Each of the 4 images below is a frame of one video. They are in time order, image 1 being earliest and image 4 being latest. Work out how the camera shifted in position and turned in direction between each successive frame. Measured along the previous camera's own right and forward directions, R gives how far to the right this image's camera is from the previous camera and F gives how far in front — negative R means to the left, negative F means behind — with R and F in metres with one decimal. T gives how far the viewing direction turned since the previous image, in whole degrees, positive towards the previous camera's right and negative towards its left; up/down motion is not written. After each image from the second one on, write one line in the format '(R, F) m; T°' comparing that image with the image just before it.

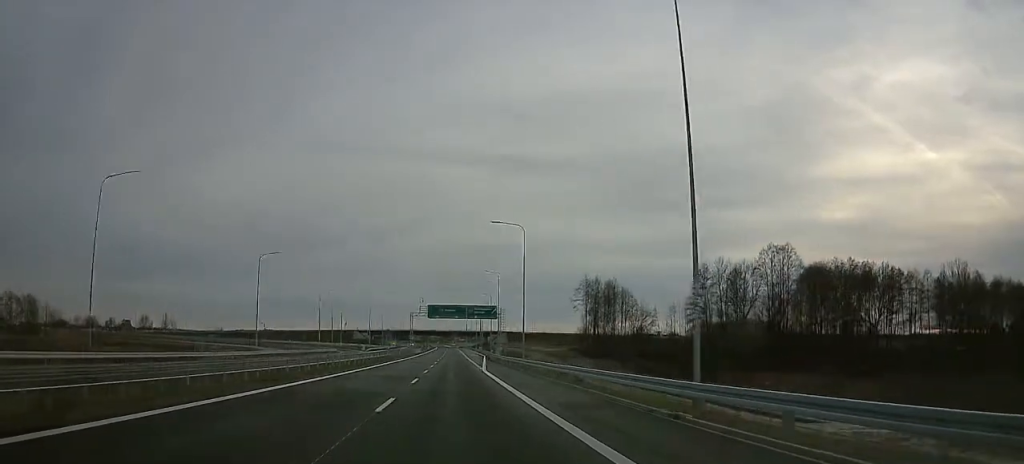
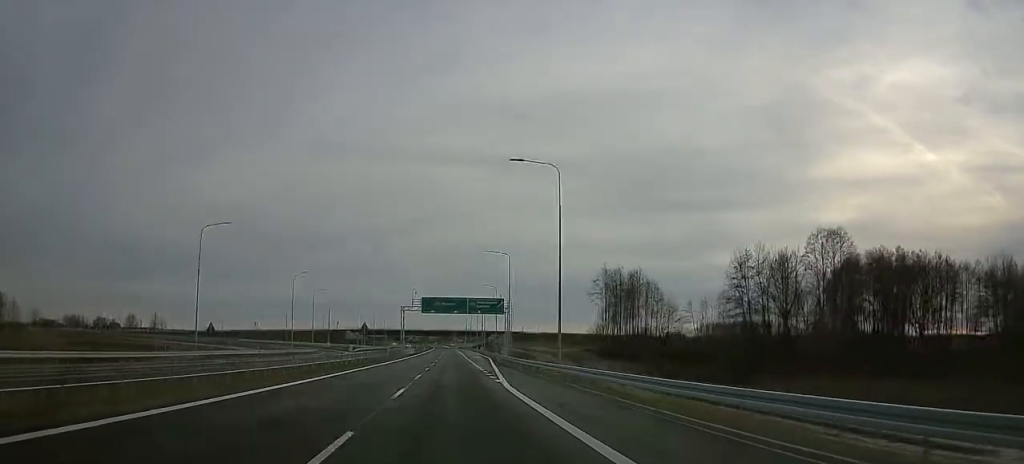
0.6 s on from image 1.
(0.0, +19.6) m; 0°
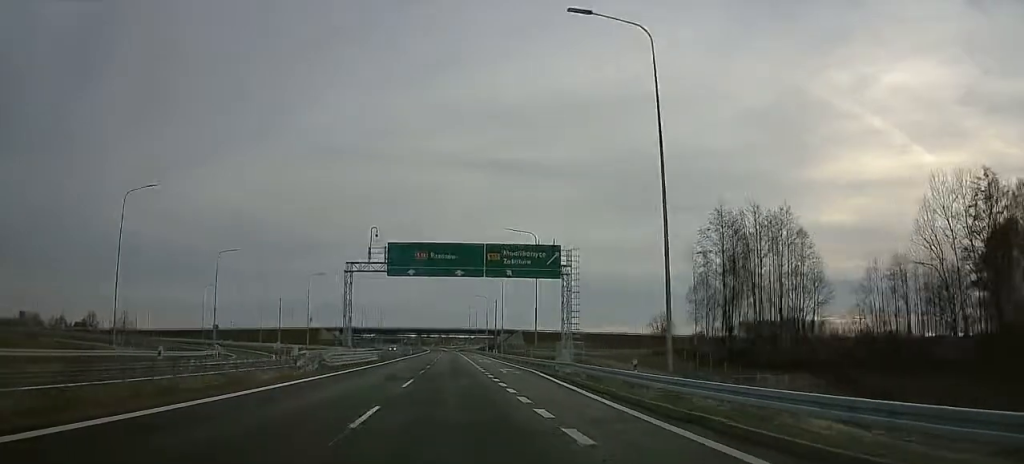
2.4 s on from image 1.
(0.0, +55.5) m; +1°
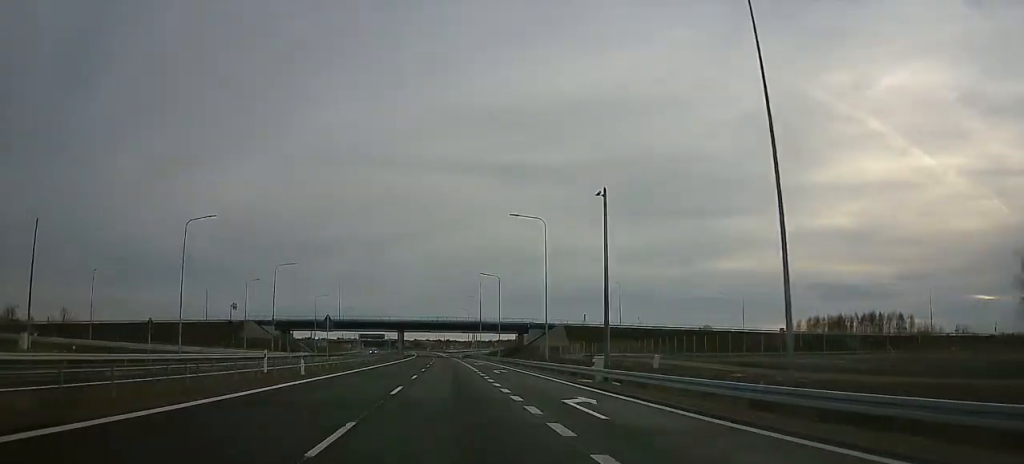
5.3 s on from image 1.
(+0.4, +86.1) m; -1°
